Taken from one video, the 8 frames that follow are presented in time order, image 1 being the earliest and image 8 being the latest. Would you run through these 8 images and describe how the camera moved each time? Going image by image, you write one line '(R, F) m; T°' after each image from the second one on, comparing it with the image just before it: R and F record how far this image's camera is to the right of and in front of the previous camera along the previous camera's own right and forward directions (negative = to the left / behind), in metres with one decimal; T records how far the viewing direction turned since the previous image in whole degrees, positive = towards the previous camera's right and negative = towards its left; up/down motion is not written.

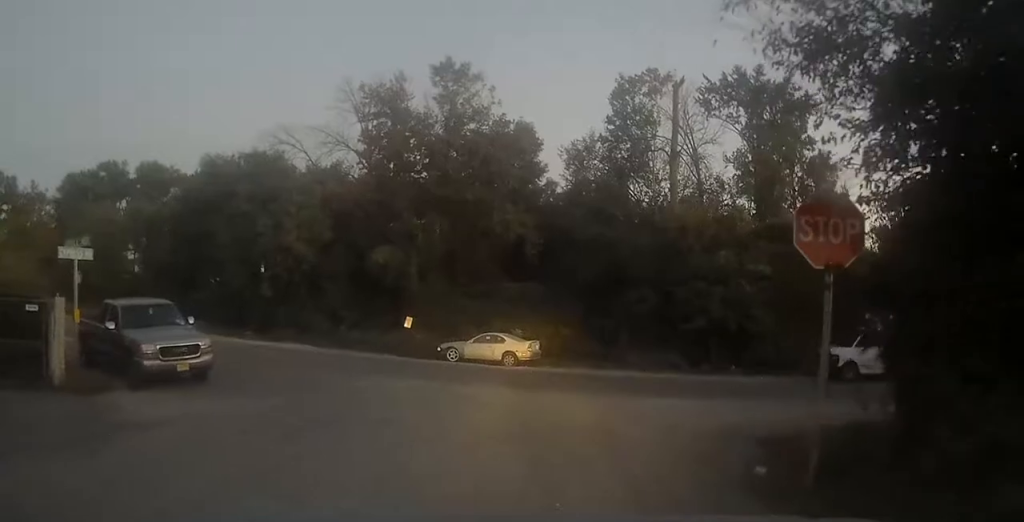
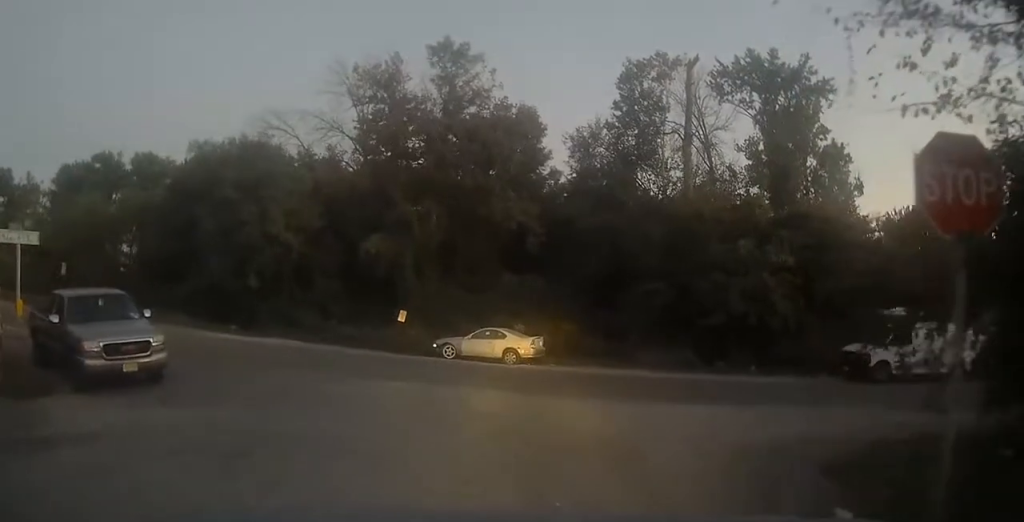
(0.0, +2.0) m; +2°
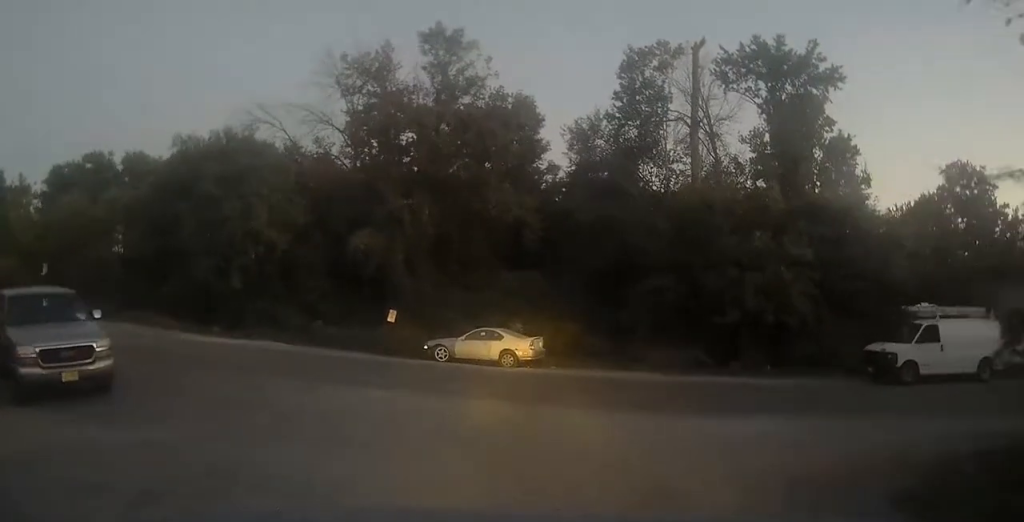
(0.0, +1.6) m; +1°
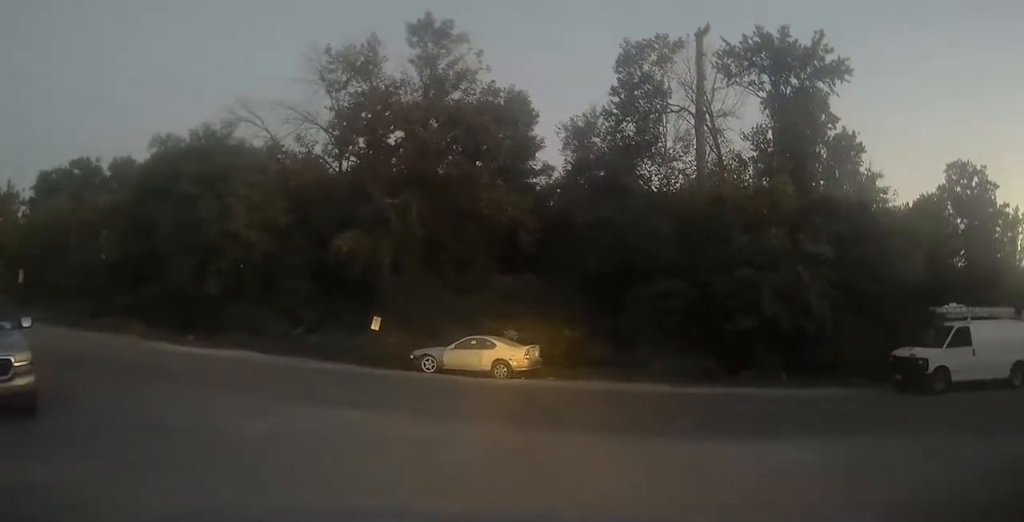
(0.0, +1.8) m; 0°
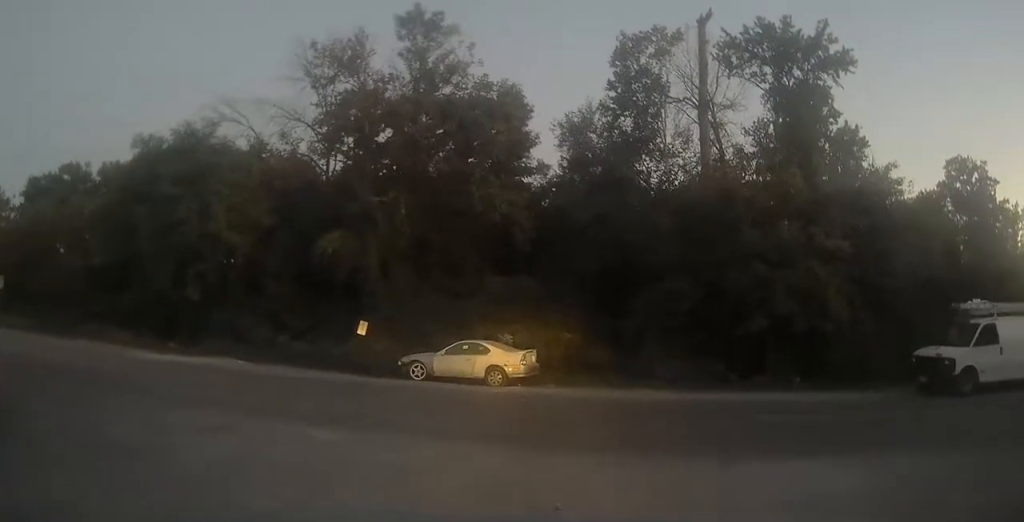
(0.0, +1.5) m; -1°
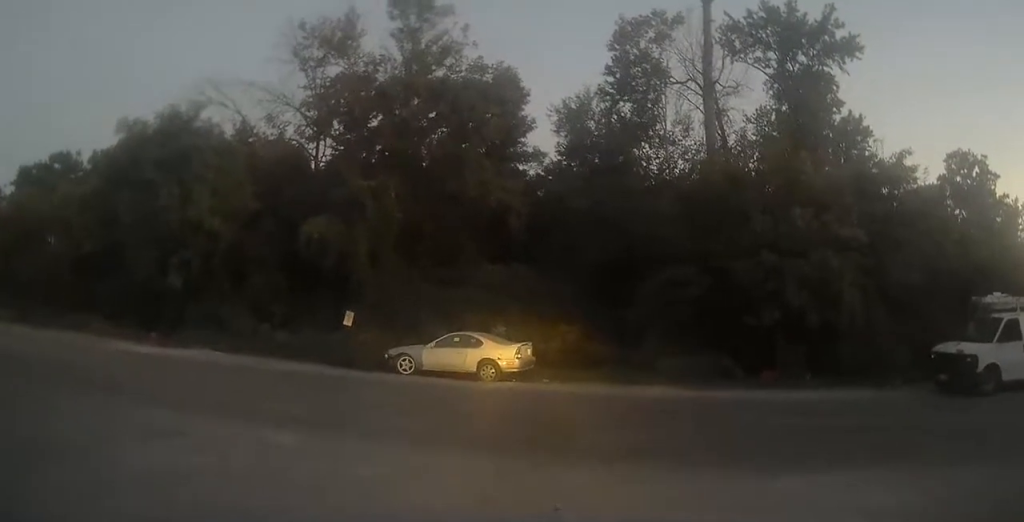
(0.0, +1.2) m; 0°
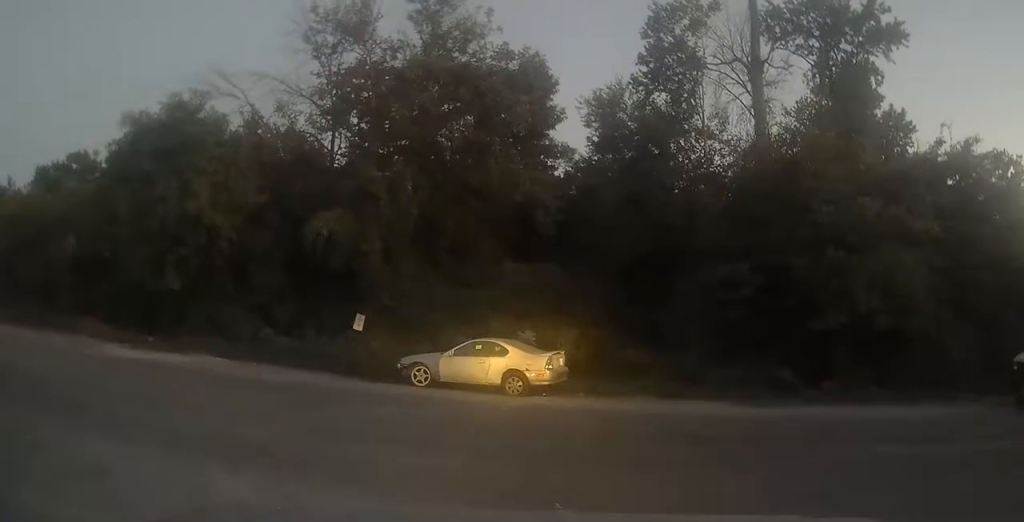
(0.0, +1.8) m; 0°
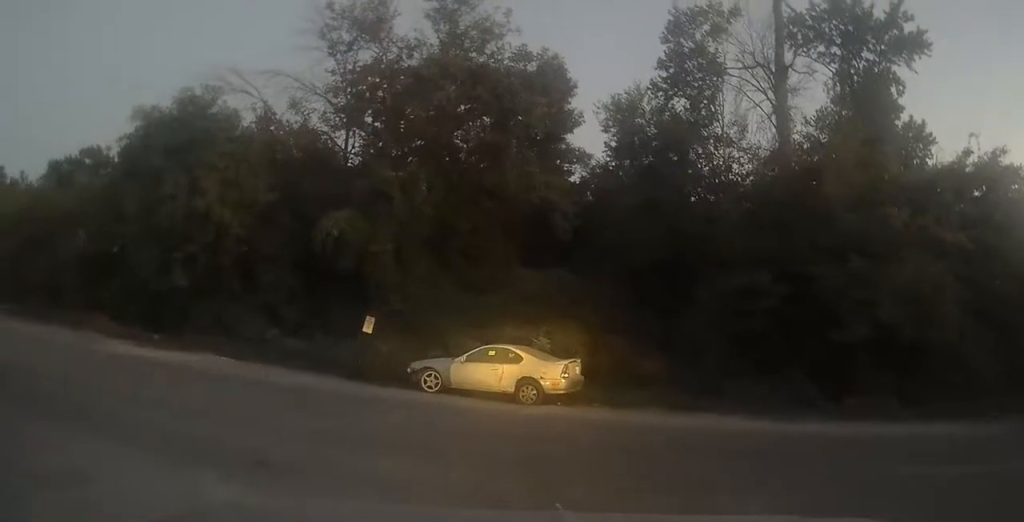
(+0.2, +1.1) m; -1°
